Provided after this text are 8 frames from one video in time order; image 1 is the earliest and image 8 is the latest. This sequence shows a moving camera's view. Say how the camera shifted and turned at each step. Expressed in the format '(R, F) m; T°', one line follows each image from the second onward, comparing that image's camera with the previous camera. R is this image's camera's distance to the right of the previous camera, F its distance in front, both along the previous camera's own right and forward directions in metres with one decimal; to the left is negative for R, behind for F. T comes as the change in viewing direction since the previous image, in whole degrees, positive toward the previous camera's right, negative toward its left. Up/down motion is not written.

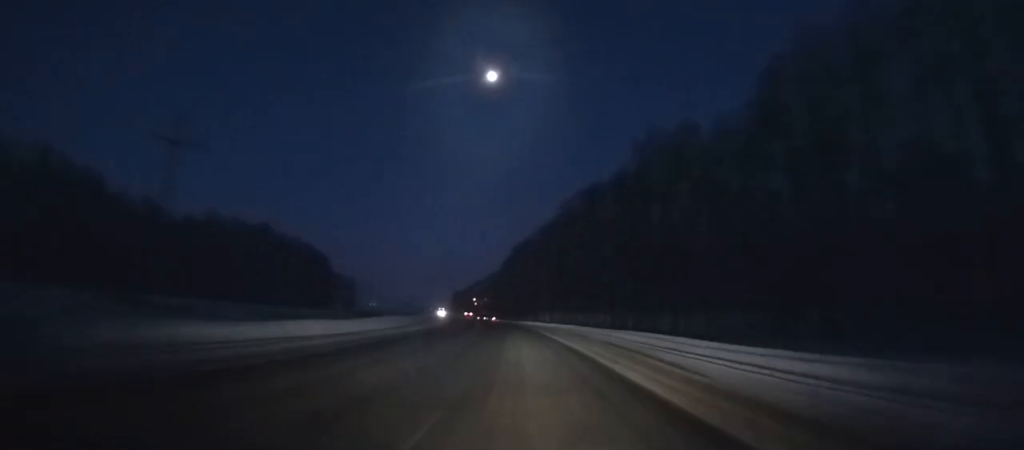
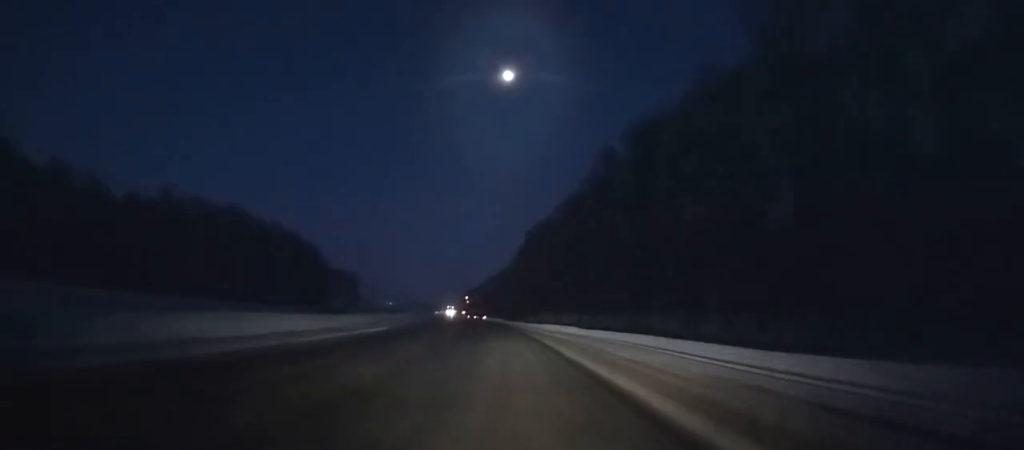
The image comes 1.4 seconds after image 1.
(+0.2, +34.6) m; -2°
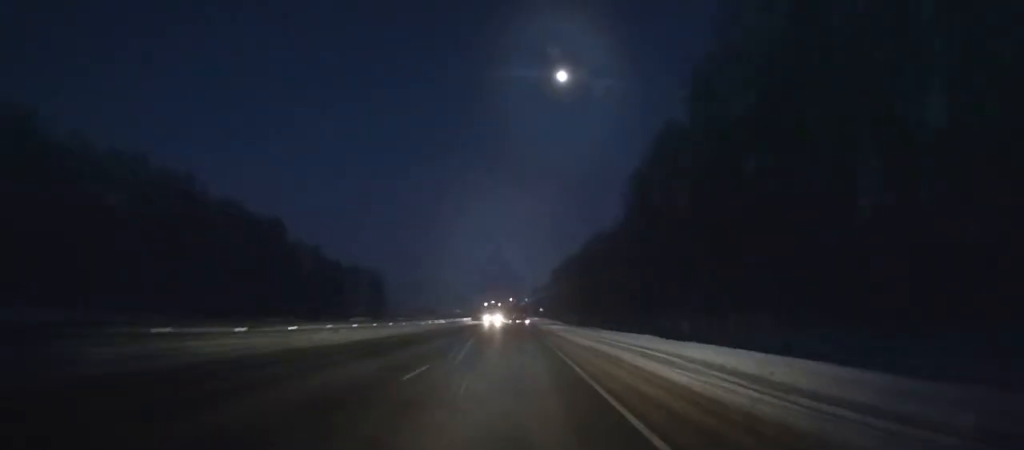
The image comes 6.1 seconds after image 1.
(-7.0, +114.7) m; -5°
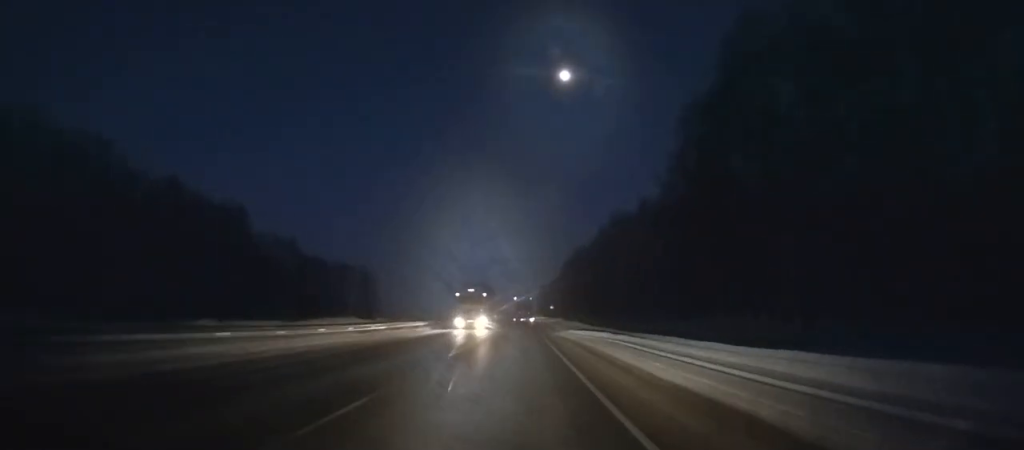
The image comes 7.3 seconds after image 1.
(-0.2, +29.4) m; -1°
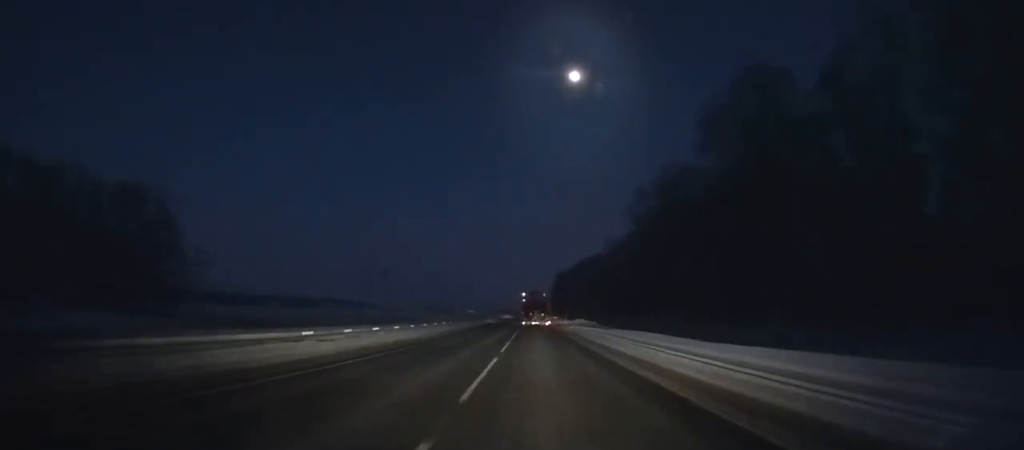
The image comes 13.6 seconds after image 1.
(-3.2, +162.5) m; -2°
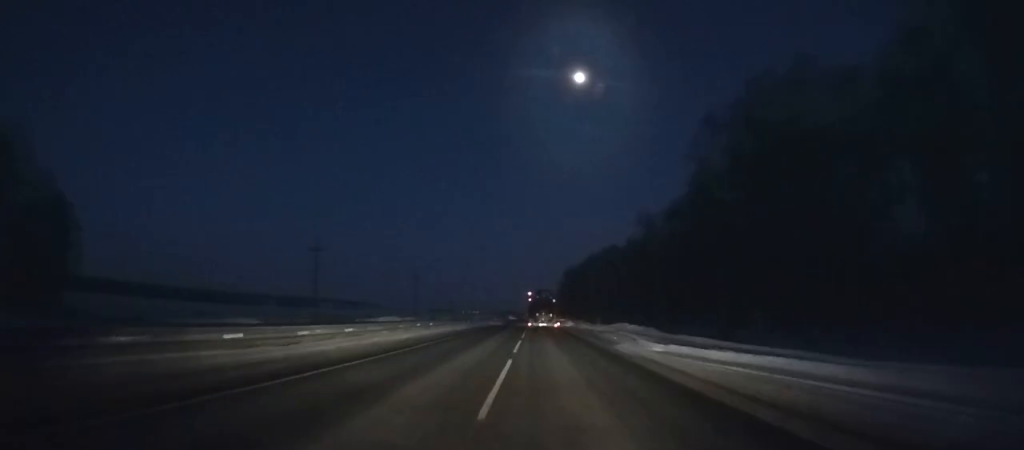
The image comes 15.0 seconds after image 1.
(-0.1, +38.3) m; 0°
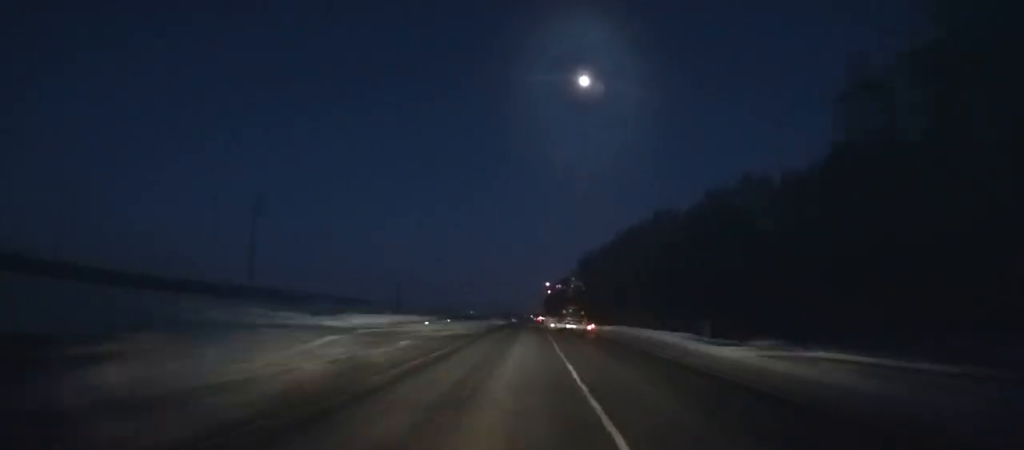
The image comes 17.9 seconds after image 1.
(-0.1, +81.0) m; 0°
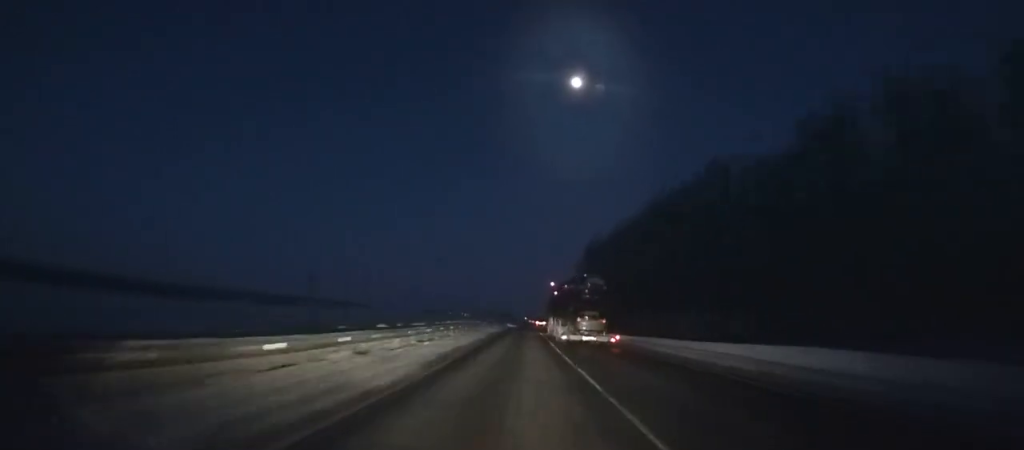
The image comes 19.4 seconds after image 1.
(-0.2, +42.7) m; 0°
